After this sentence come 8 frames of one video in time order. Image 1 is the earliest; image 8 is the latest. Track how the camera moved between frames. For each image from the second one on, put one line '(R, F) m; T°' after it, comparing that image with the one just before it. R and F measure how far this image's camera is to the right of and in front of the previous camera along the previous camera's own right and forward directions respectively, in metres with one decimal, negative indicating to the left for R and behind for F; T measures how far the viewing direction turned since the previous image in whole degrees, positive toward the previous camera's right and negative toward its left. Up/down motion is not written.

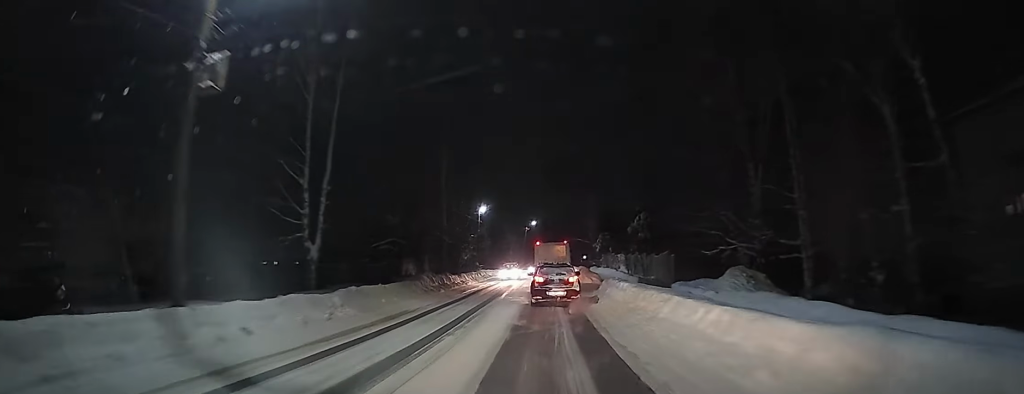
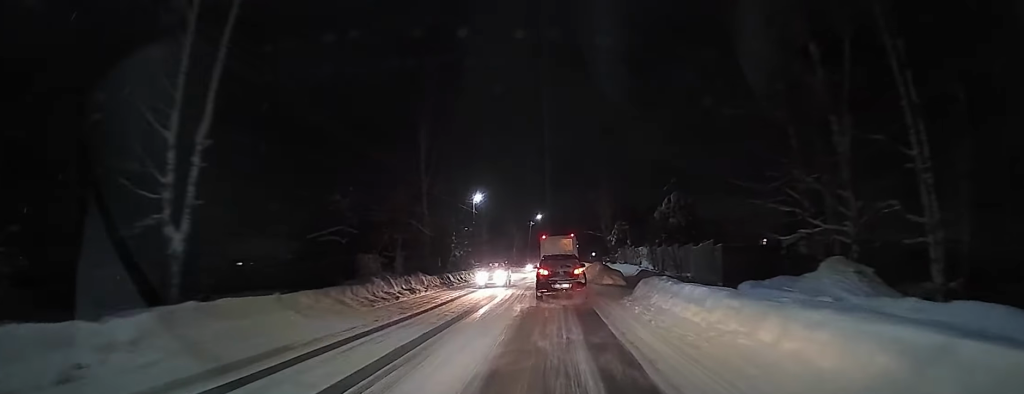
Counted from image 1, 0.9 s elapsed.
(0.0, +9.0) m; -1°
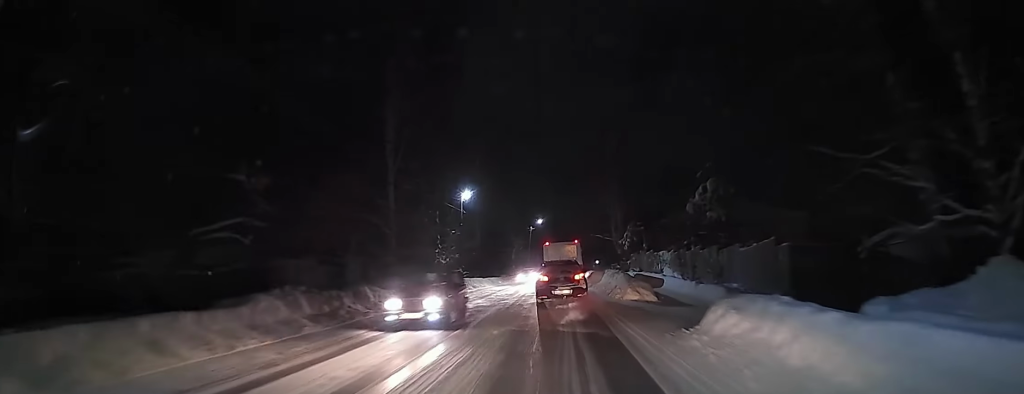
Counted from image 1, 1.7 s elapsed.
(-0.1, +7.6) m; -1°
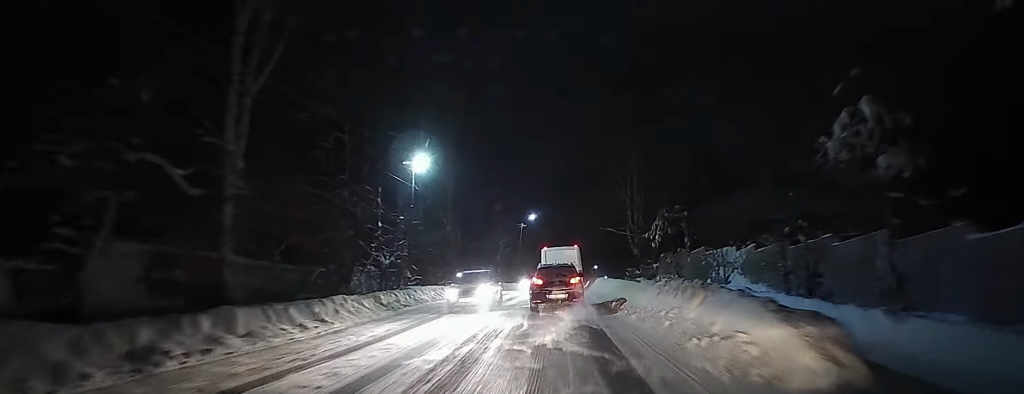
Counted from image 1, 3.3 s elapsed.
(-0.2, +15.2) m; -1°
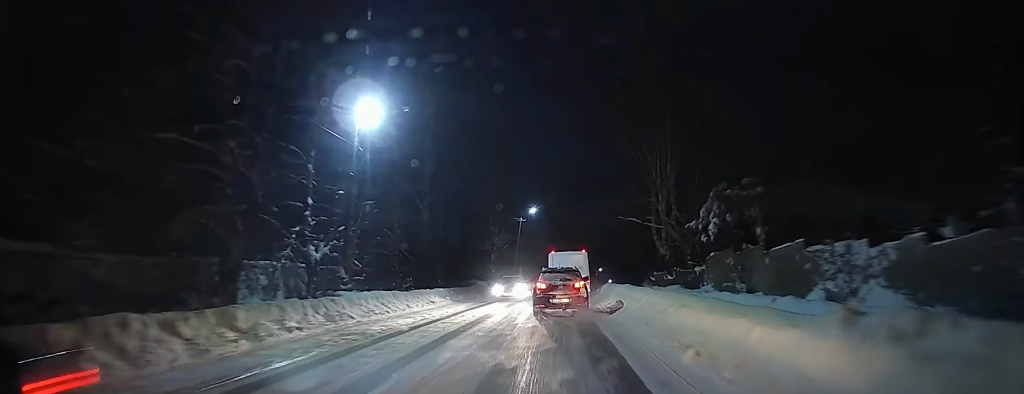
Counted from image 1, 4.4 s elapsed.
(0.0, +10.0) m; 0°
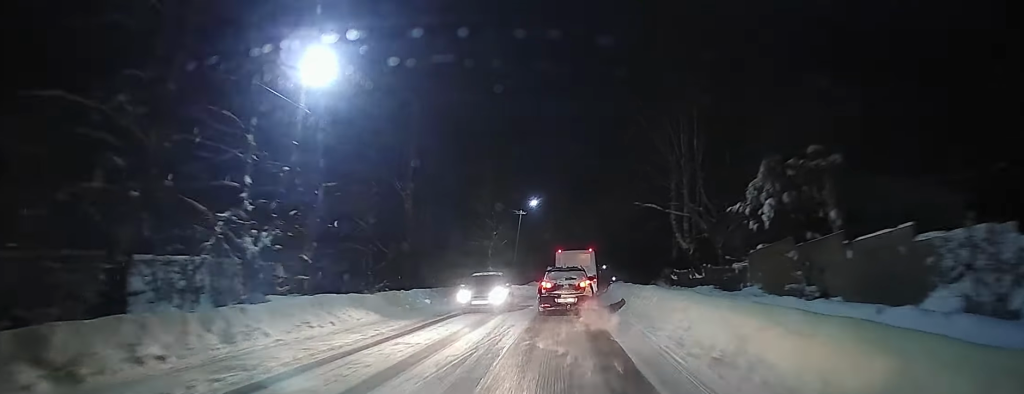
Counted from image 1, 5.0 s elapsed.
(0.0, +5.0) m; 0°
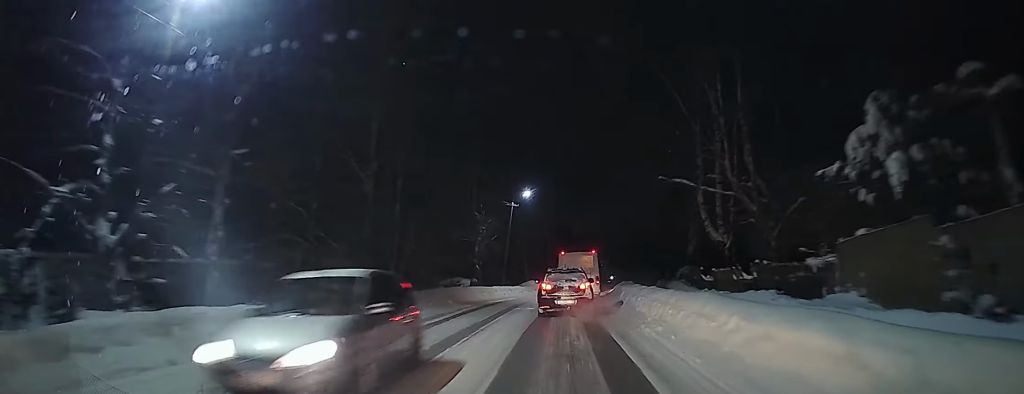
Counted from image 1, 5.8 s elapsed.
(0.0, +6.6) m; -1°
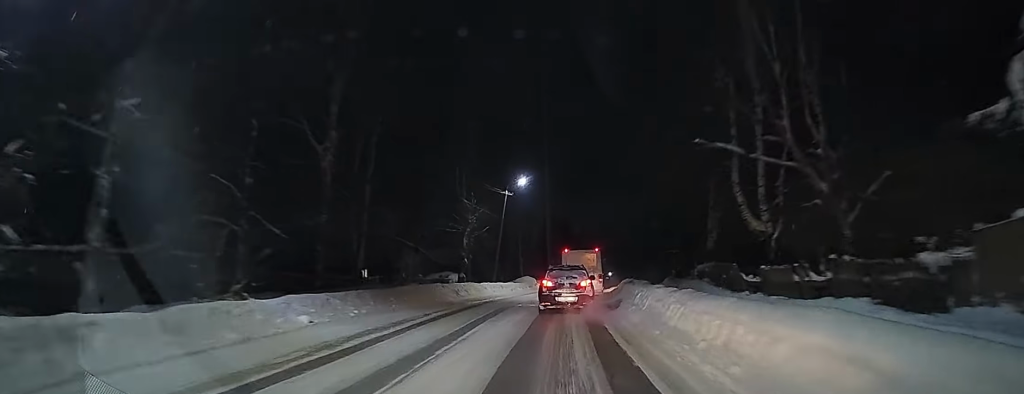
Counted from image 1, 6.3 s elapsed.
(+0.1, +4.8) m; -2°
